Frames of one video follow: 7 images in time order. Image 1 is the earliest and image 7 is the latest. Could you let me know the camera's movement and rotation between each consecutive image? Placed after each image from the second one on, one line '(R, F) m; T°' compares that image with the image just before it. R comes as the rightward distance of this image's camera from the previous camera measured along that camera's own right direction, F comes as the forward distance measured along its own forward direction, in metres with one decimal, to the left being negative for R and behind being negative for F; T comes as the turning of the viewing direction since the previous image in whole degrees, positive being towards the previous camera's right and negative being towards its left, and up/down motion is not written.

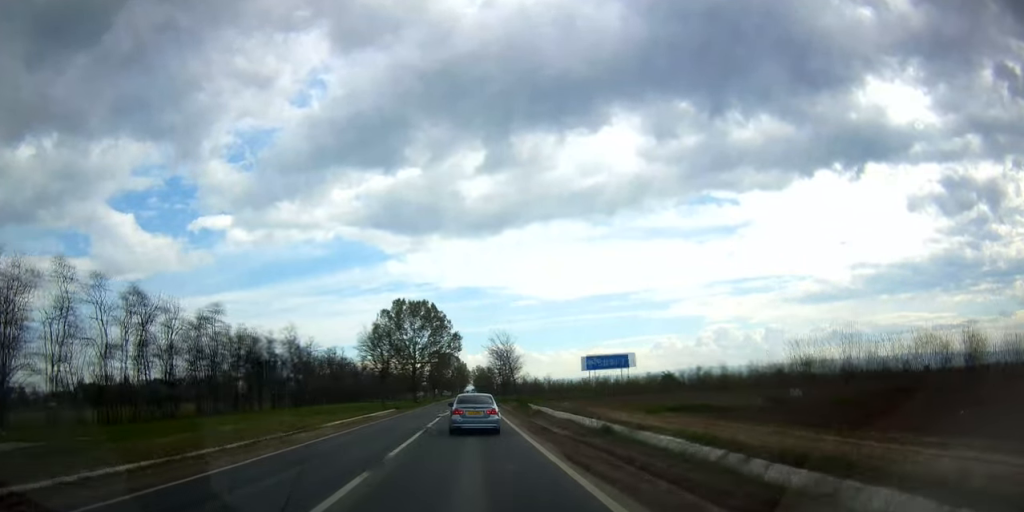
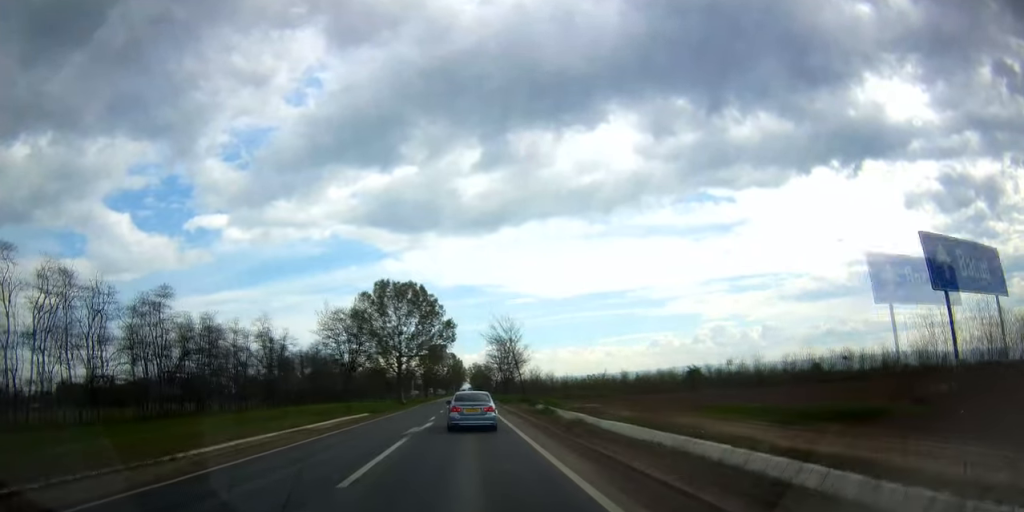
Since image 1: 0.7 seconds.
(-0.2, +16.3) m; 0°
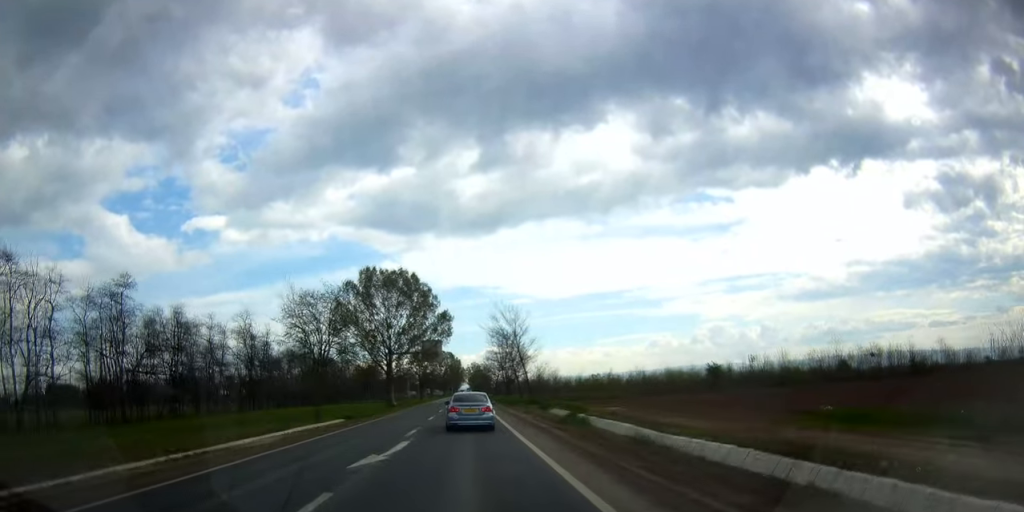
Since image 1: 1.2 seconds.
(0.0, +10.0) m; 0°
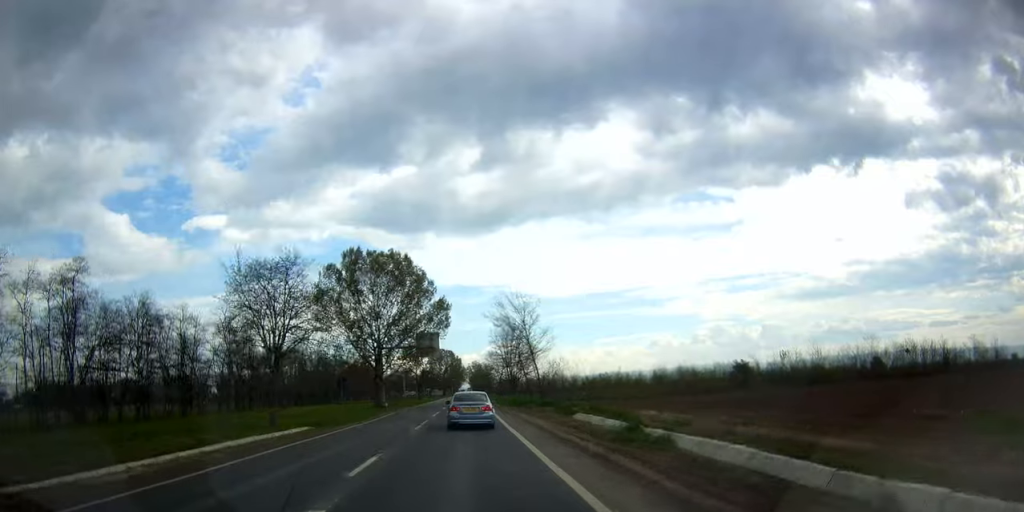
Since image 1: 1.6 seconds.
(0.0, +10.2) m; +1°
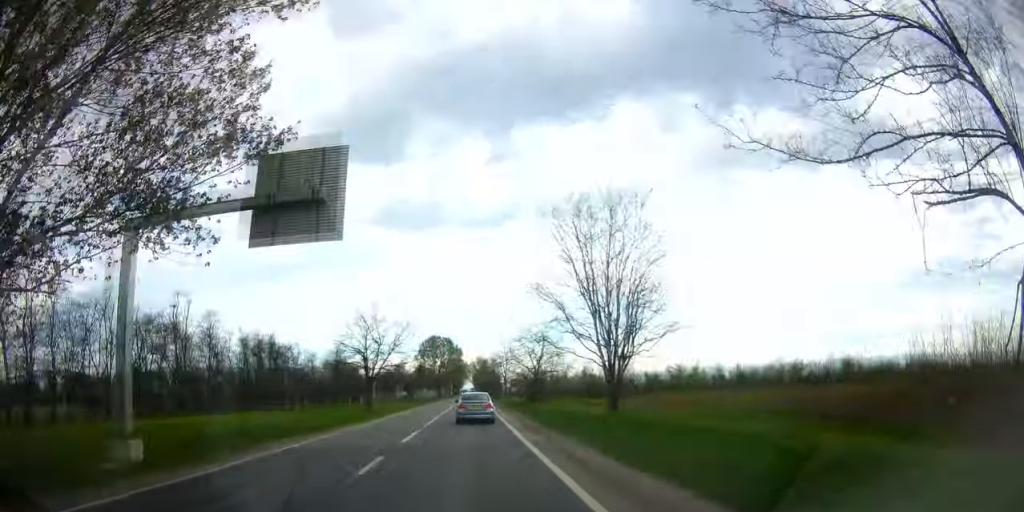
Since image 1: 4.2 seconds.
(+0.3, +60.2) m; -1°
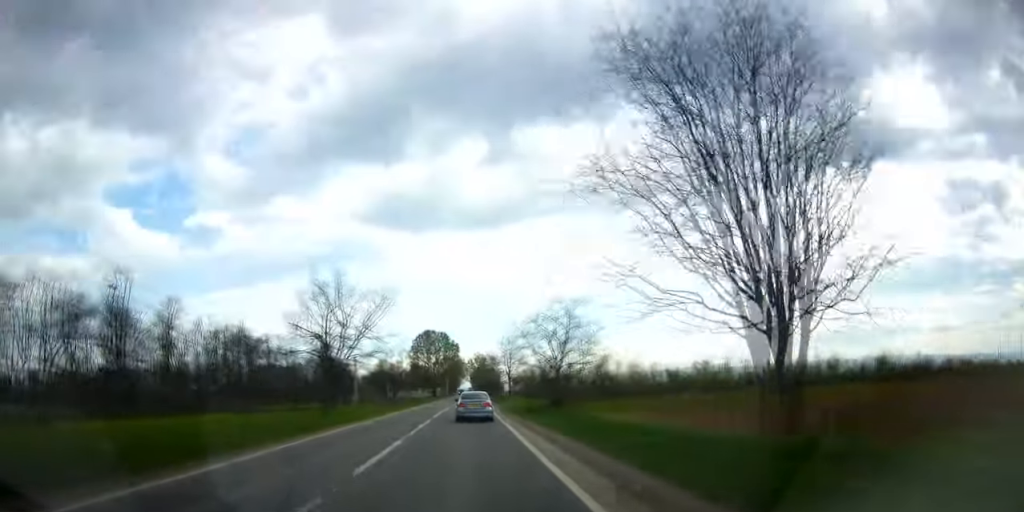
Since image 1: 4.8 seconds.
(-0.2, +14.8) m; +1°
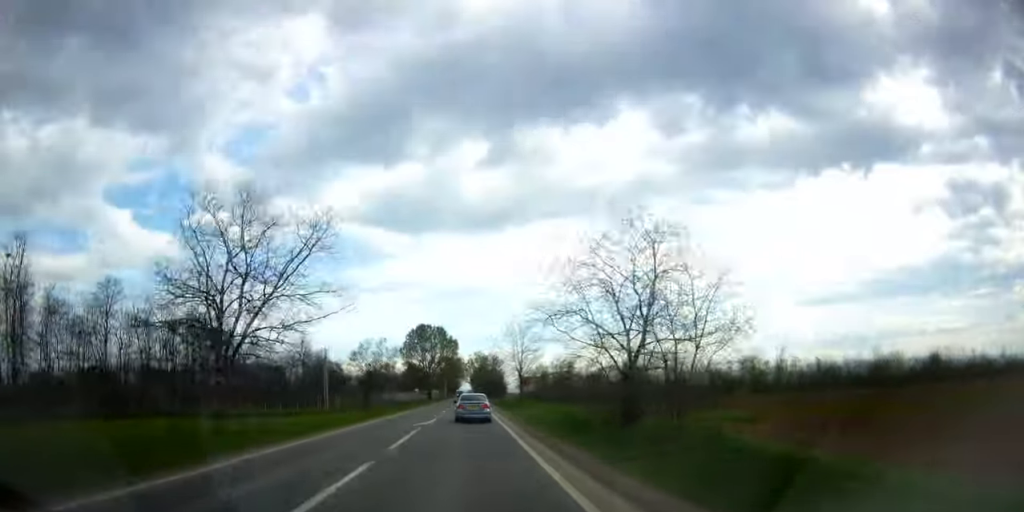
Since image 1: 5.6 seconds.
(+0.5, +18.9) m; +1°
